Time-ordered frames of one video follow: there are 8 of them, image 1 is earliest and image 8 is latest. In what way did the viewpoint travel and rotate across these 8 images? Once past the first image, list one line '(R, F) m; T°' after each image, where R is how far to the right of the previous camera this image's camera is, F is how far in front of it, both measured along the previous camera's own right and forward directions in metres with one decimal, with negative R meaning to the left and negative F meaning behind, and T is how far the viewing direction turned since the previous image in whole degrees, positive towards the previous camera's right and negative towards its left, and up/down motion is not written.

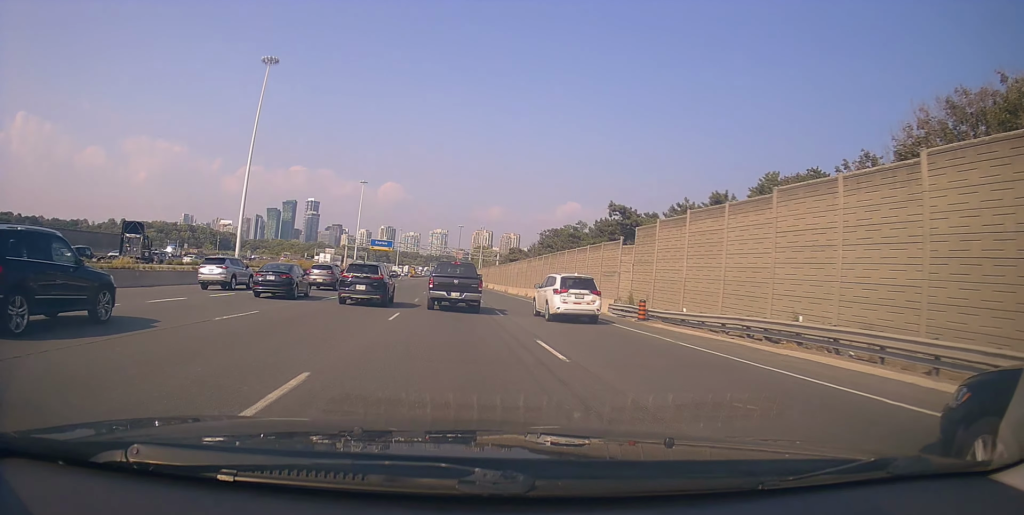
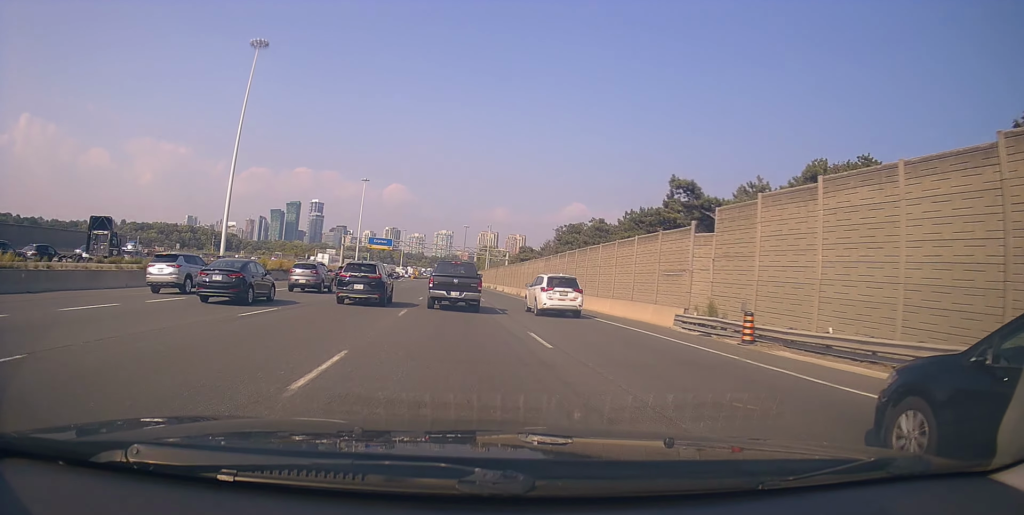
(-0.1, +9.2) m; -1°
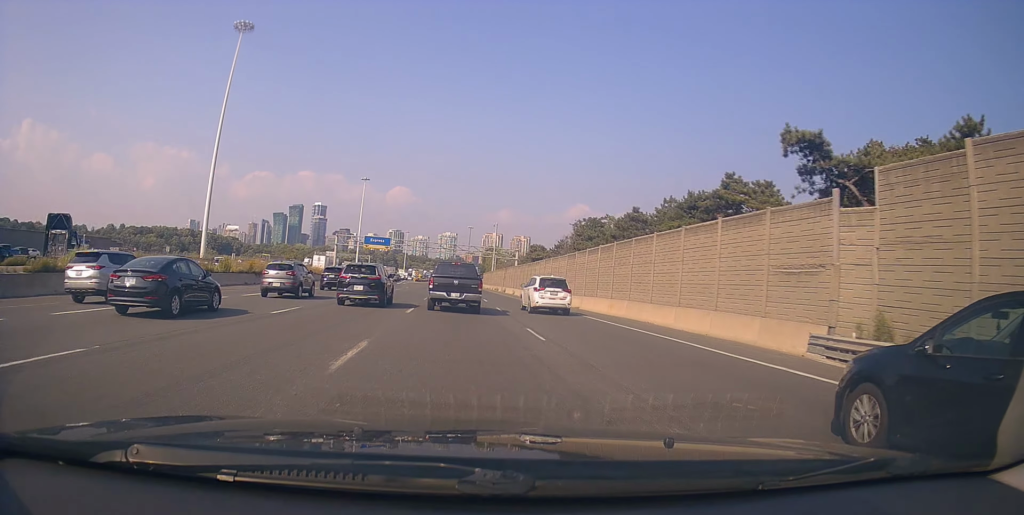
(0.0, +9.3) m; 0°
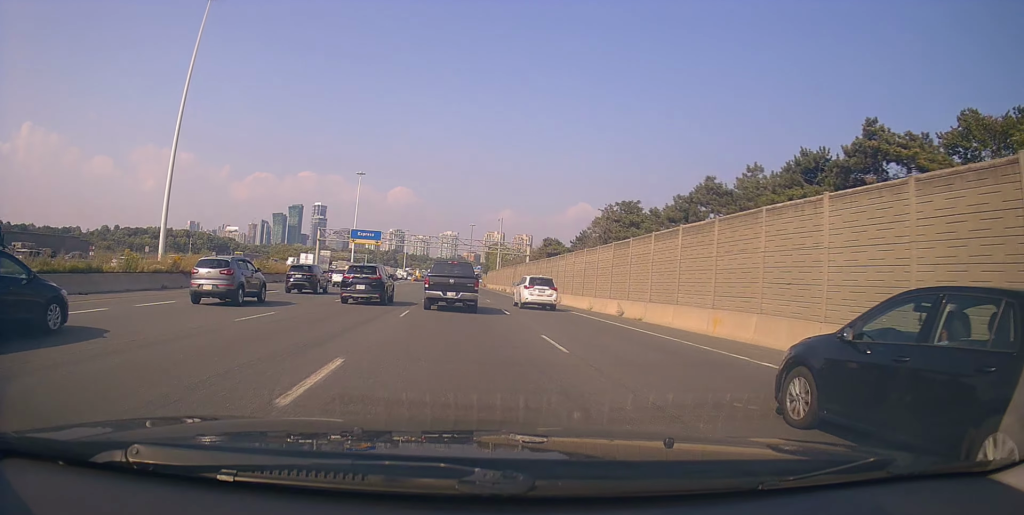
(0.0, +13.8) m; -1°
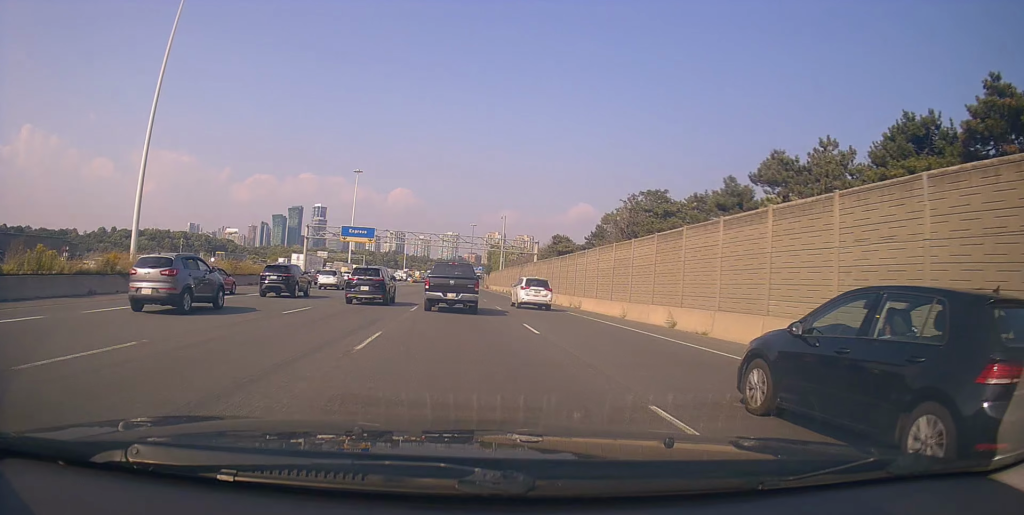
(0.0, +7.6) m; 0°
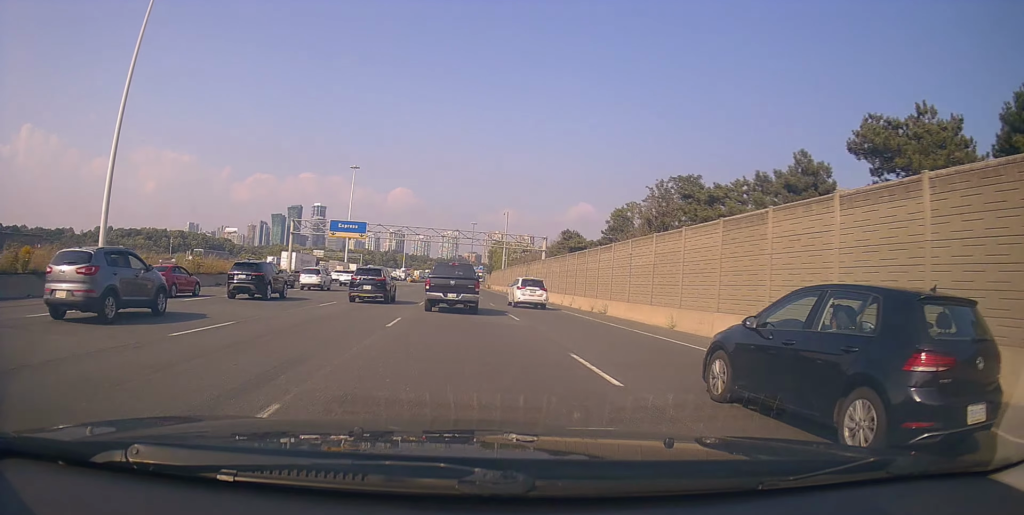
(-0.1, +7.4) m; -1°
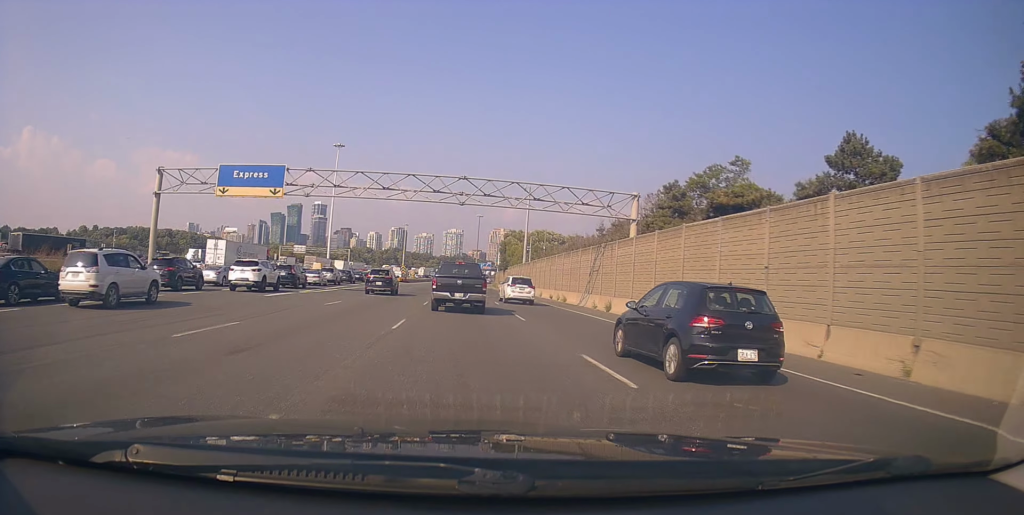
(+0.9, +35.5) m; +2°
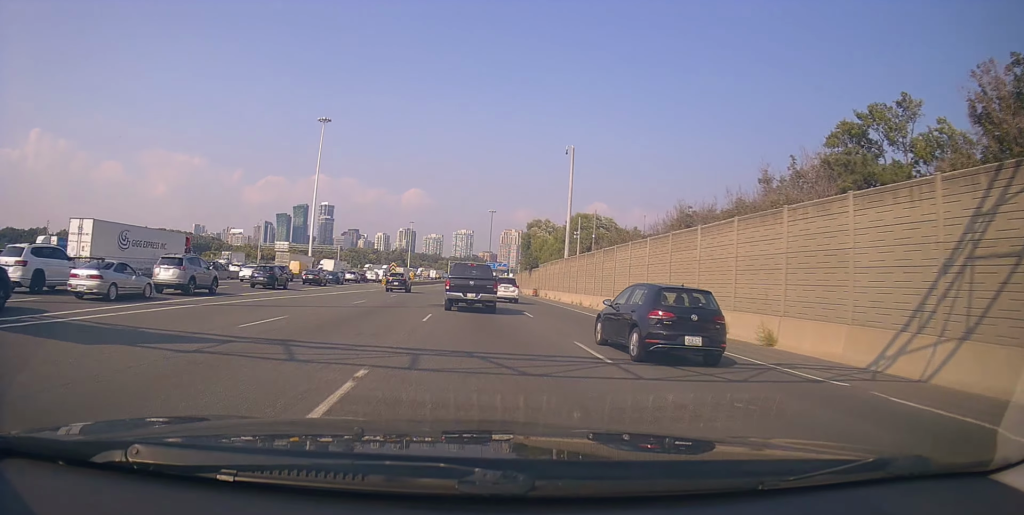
(-1.6, +32.6) m; -3°
